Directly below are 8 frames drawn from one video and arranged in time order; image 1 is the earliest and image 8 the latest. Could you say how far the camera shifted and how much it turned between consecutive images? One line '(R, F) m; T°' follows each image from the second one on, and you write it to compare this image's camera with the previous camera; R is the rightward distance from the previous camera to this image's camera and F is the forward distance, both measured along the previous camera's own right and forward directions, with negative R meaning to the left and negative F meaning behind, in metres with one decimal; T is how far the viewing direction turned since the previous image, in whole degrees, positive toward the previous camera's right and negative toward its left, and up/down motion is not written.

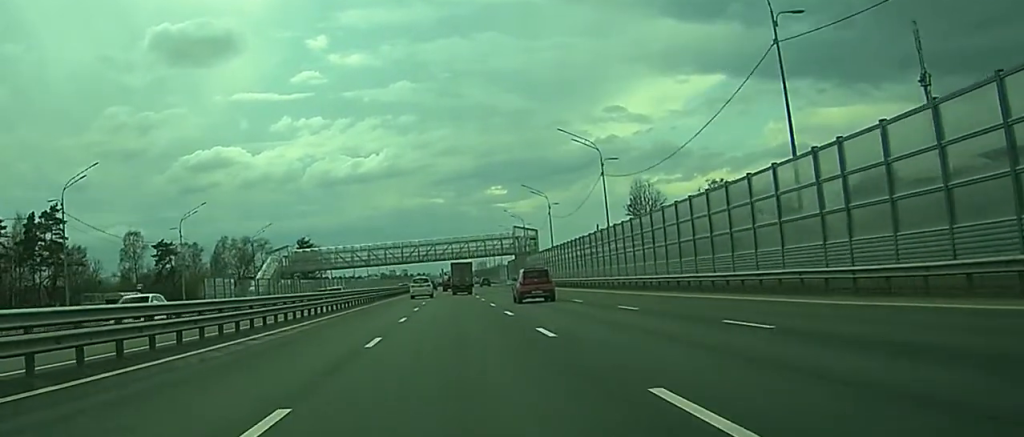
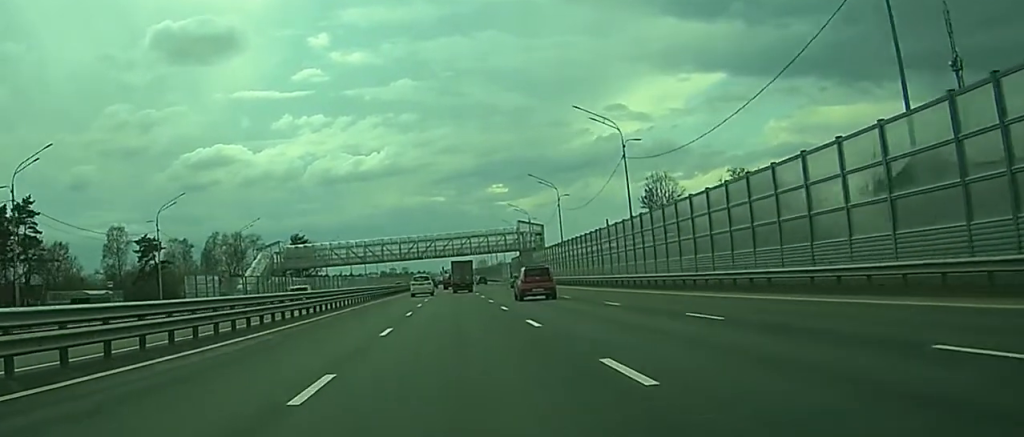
(0.0, +8.3) m; 0°
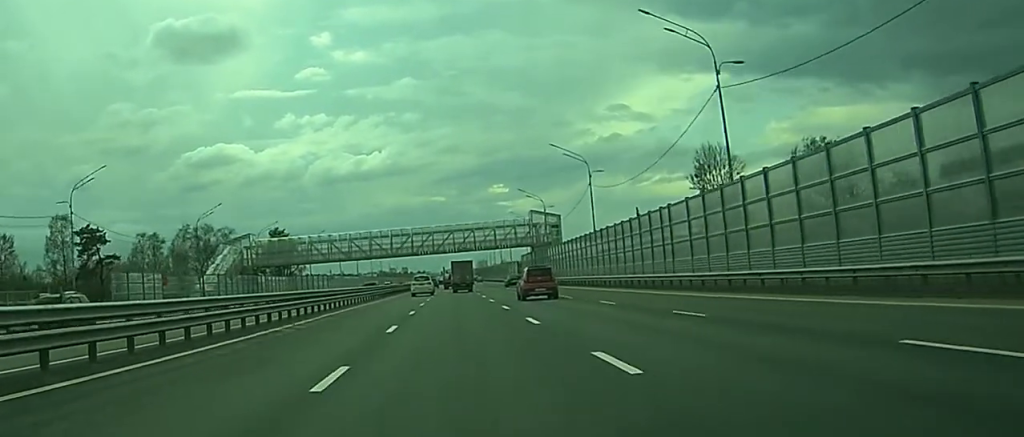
(-0.2, +24.5) m; -1°
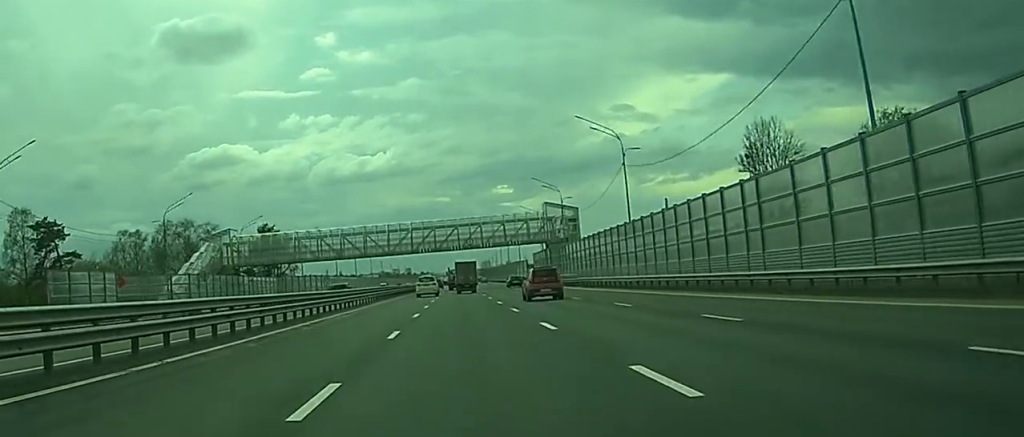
(-0.1, +17.2) m; 0°
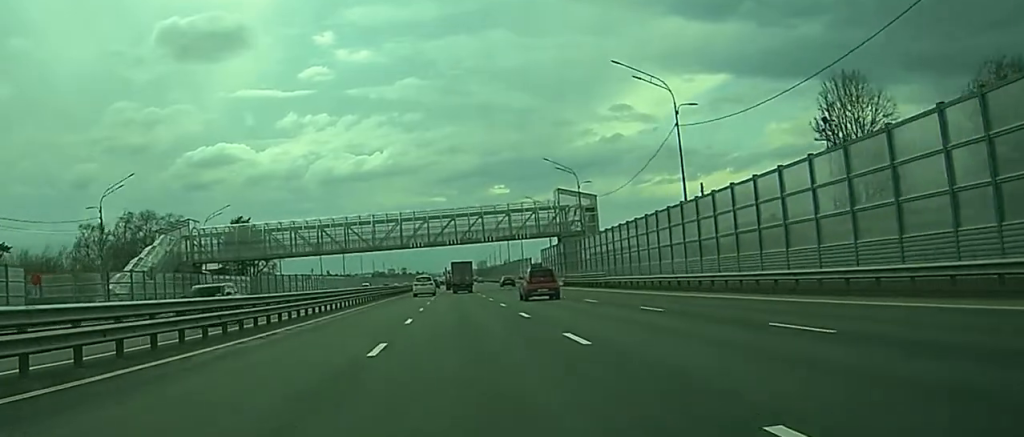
(0.0, +21.8) m; 0°
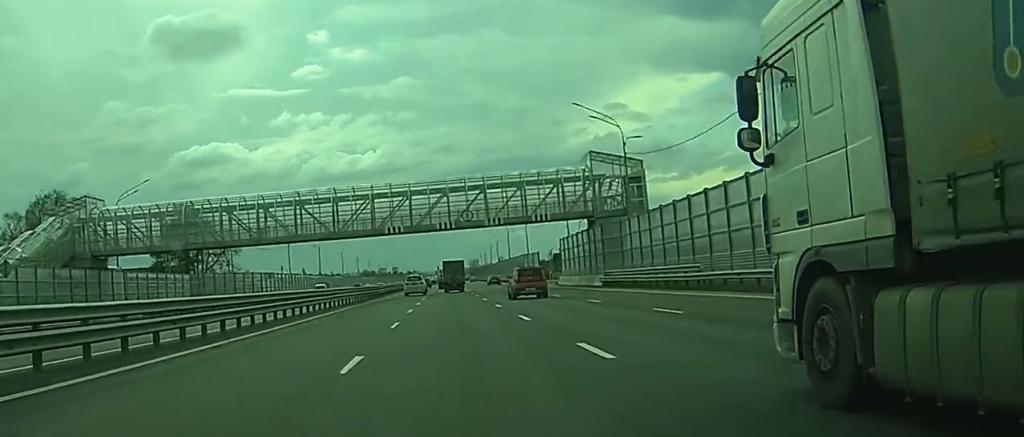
(+0.1, +34.1) m; 0°
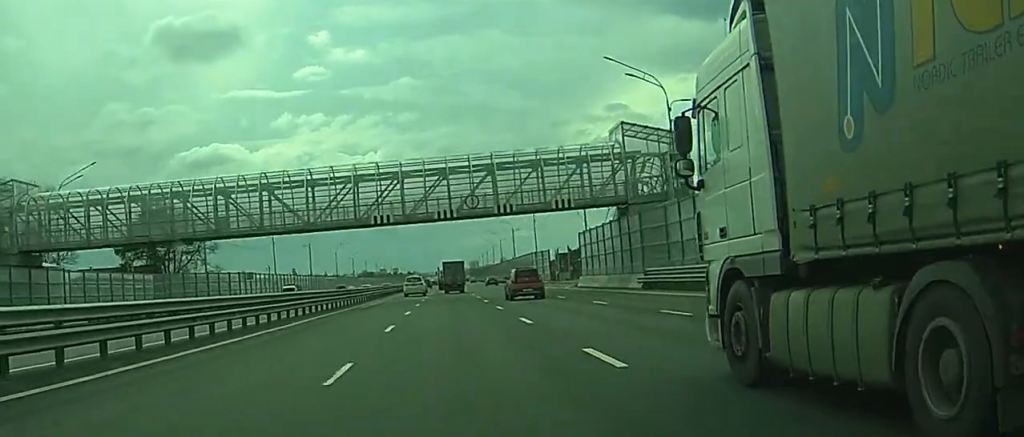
(0.0, +14.6) m; 0°
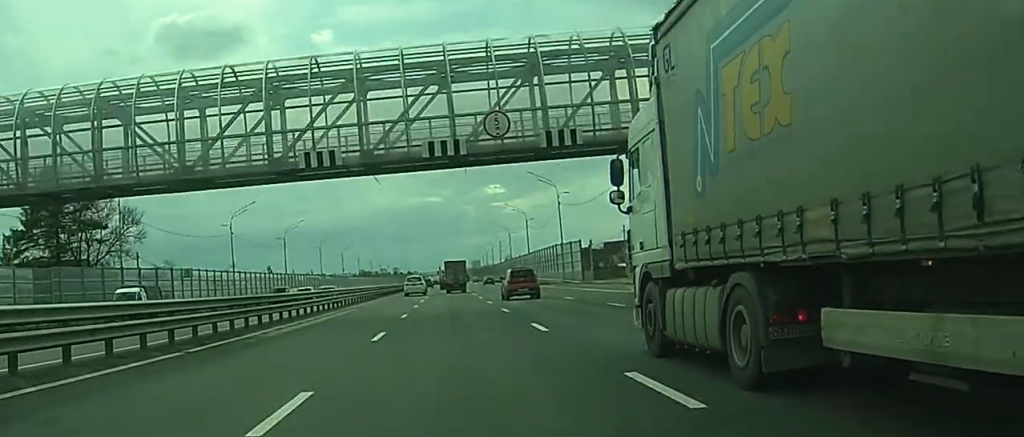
(+0.2, +29.0) m; 0°
